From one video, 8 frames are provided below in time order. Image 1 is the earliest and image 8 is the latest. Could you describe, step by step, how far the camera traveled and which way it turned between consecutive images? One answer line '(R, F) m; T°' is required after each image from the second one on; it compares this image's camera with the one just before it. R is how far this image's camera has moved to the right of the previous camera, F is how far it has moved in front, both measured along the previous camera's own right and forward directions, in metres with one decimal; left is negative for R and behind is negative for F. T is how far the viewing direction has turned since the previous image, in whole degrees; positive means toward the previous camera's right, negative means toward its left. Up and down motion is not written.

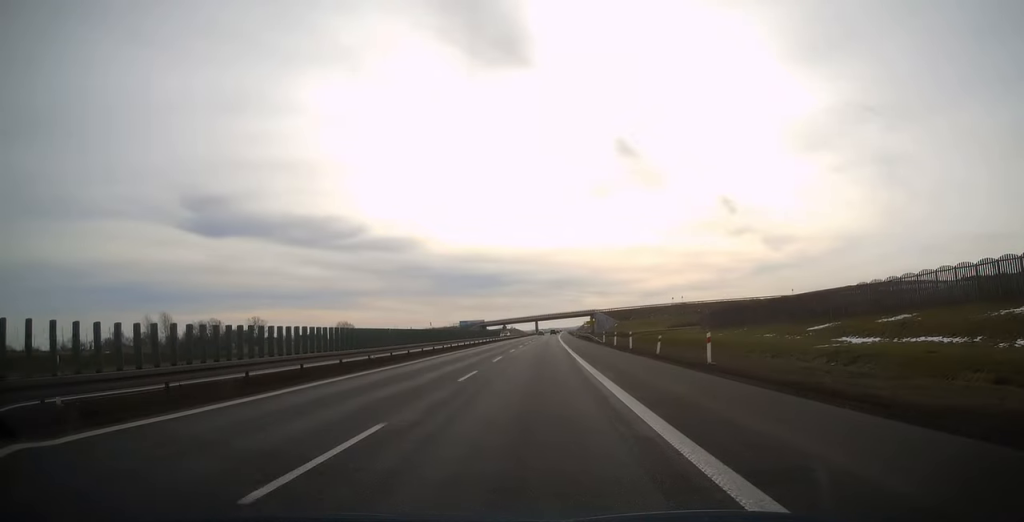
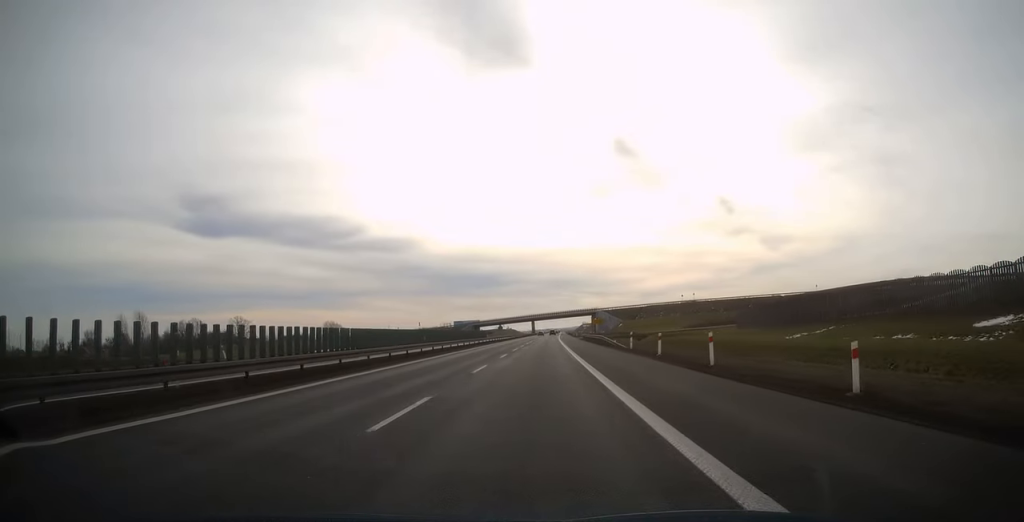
(0.0, +19.9) m; 0°
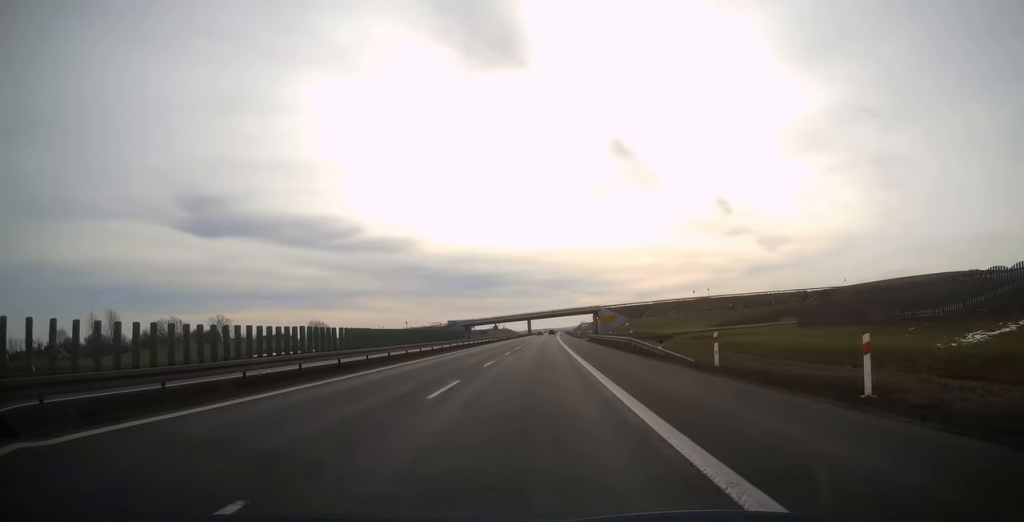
(0.0, +19.9) m; 0°
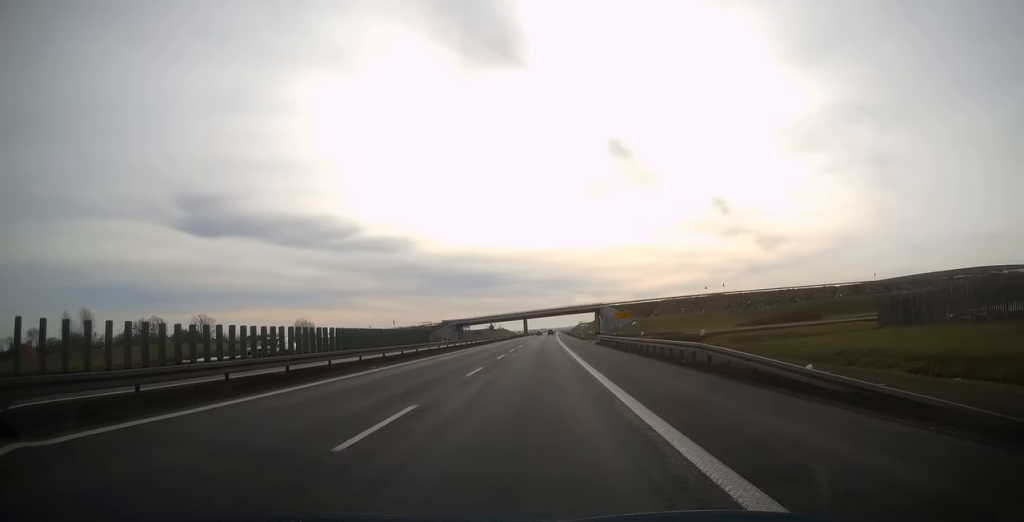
(+0.1, +16.9) m; 0°
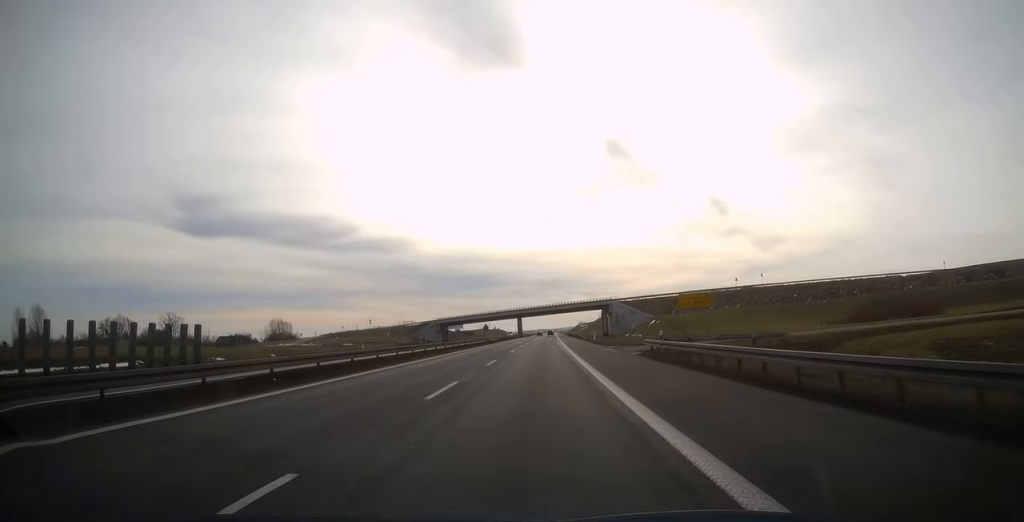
(+0.1, +29.2) m; 0°
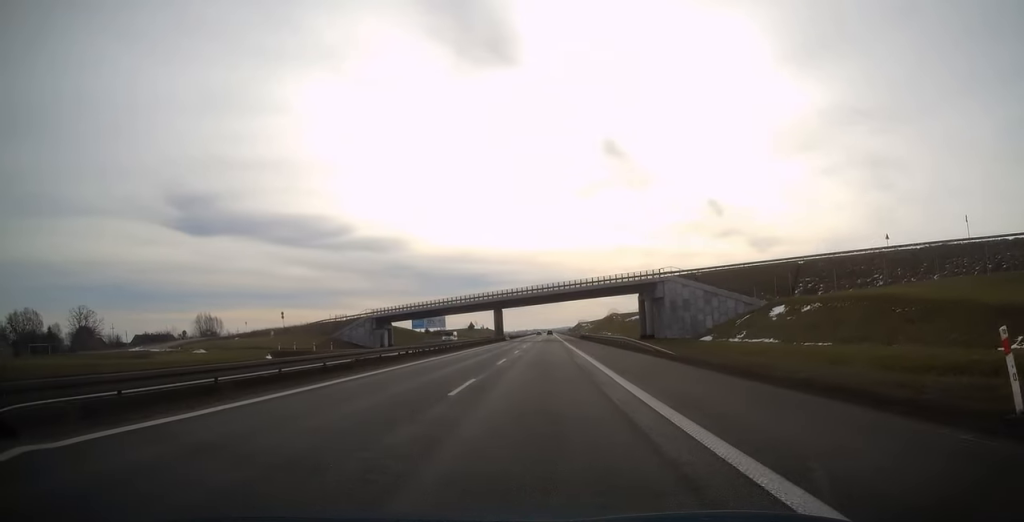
(+0.2, +67.5) m; 0°
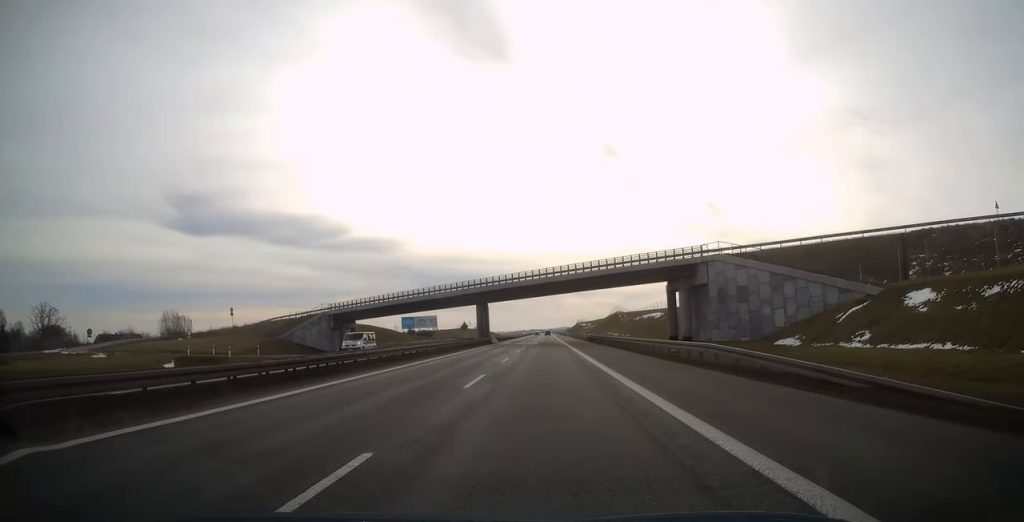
(0.0, +23.0) m; 0°
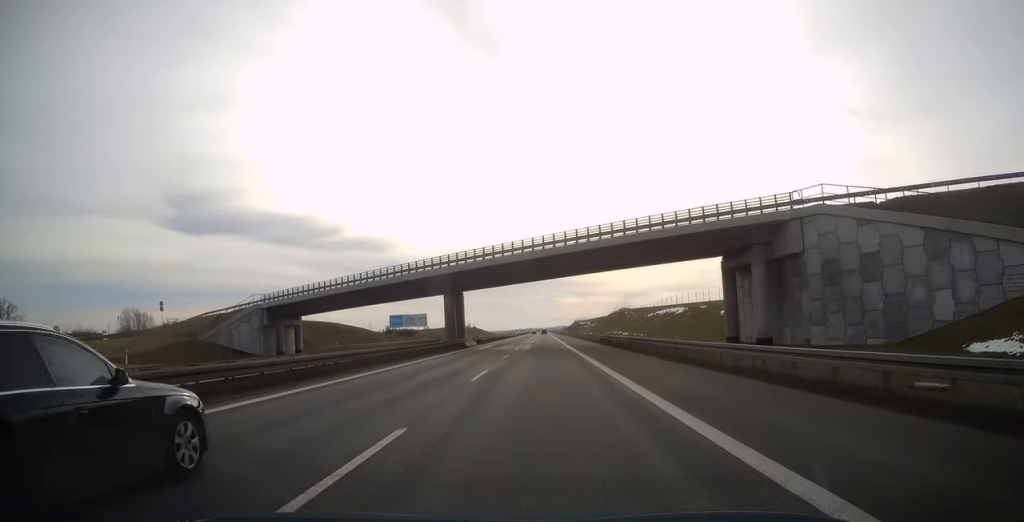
(0.0, +23.0) m; 0°
